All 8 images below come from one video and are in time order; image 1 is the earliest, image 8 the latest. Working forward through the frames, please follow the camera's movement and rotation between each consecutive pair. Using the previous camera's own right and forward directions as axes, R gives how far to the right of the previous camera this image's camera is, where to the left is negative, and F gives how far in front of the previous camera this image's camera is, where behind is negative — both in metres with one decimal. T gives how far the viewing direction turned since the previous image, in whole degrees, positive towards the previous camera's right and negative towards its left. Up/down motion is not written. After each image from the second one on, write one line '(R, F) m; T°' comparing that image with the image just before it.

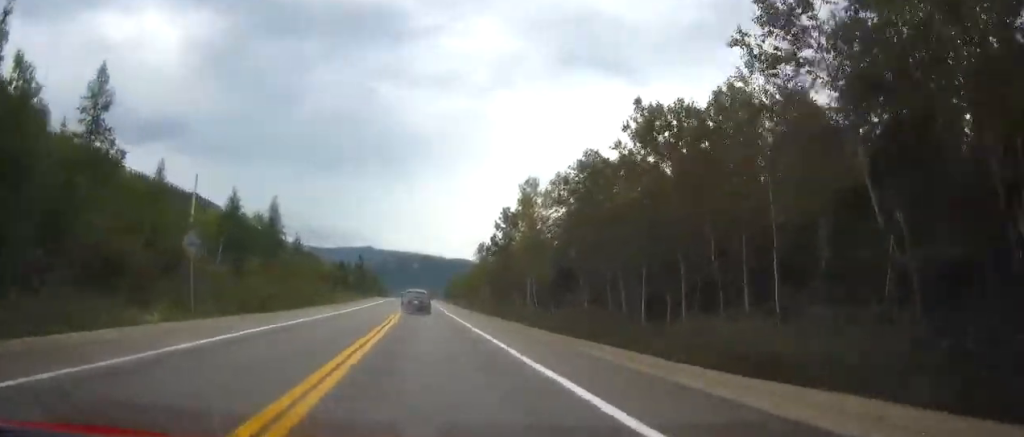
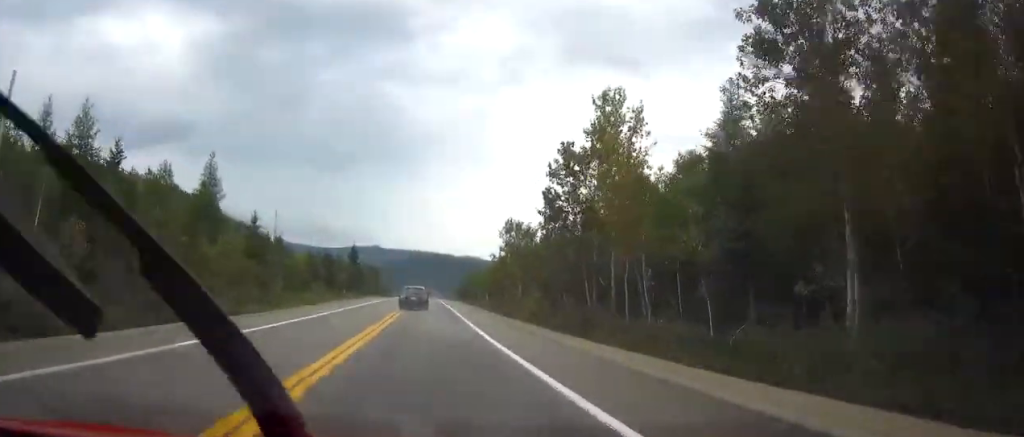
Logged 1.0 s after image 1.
(-0.2, +26.4) m; -1°
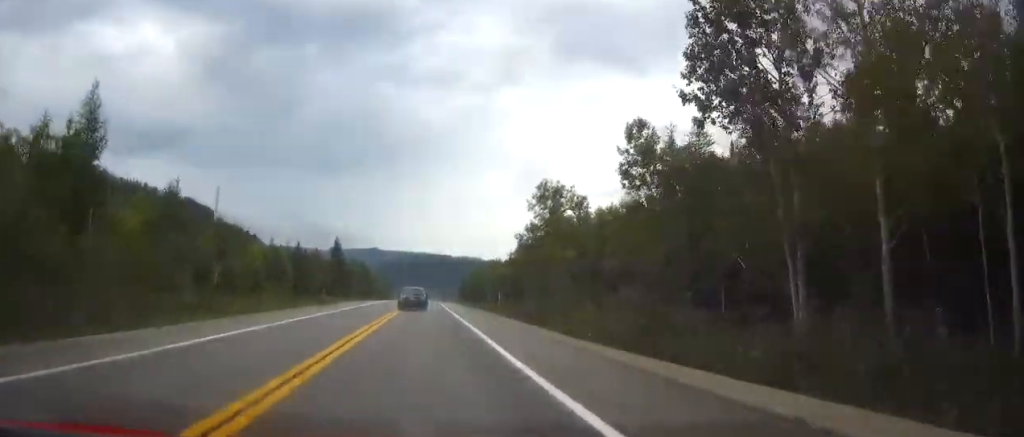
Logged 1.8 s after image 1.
(-0.1, +22.0) m; 0°
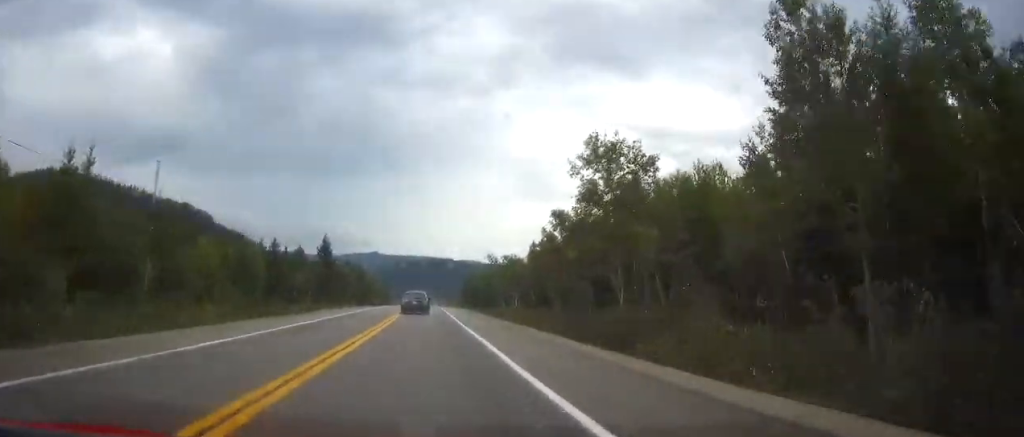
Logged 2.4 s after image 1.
(0.0, +14.1) m; 0°
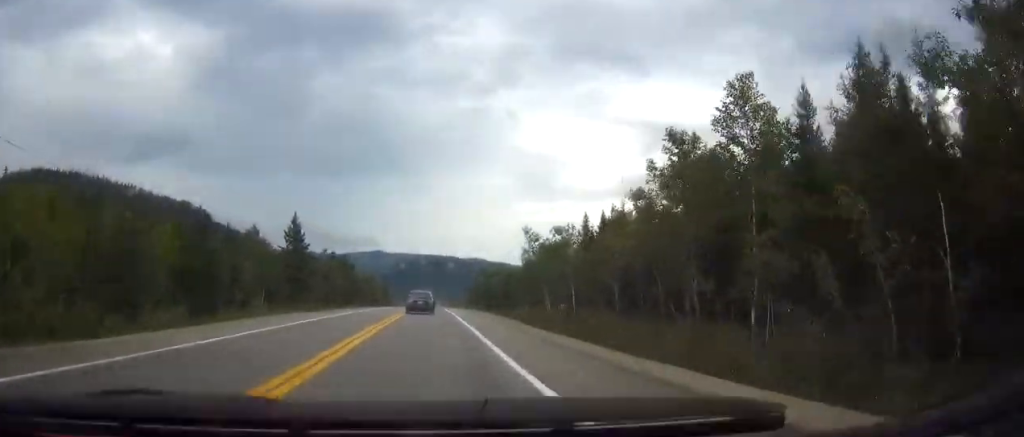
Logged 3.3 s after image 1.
(0.0, +25.9) m; 0°
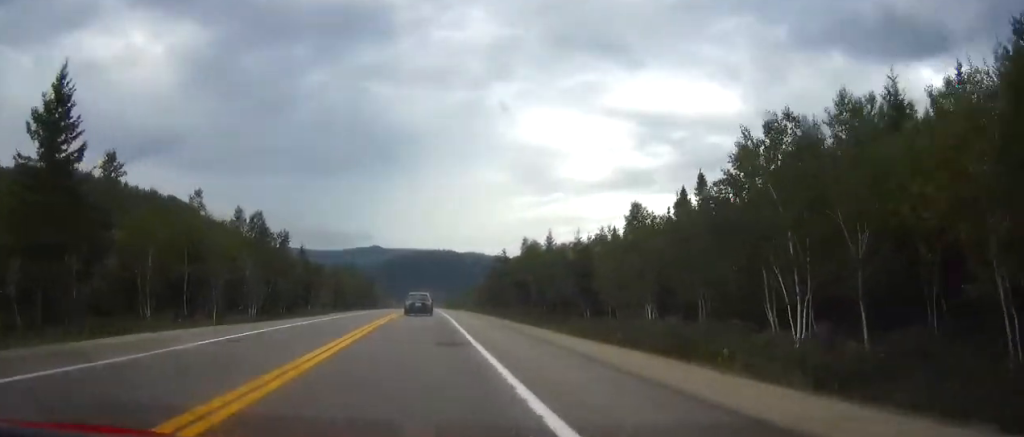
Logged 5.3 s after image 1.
(+0.1, +52.7) m; 0°
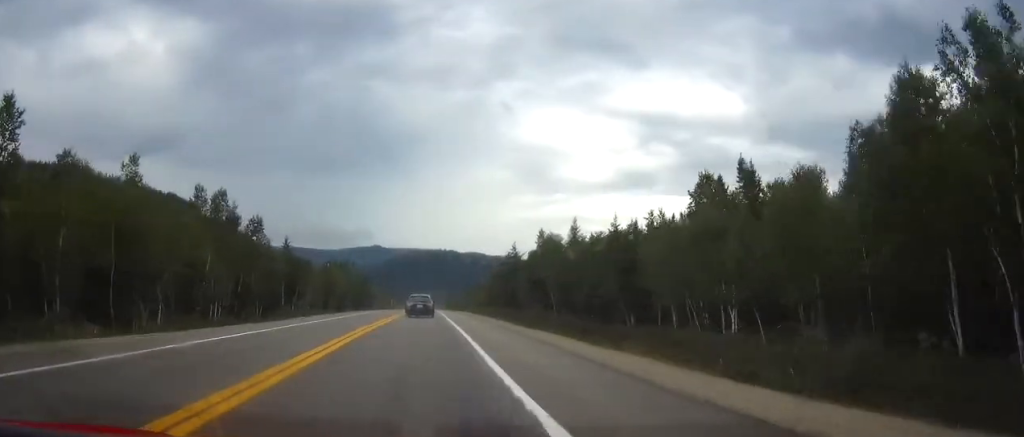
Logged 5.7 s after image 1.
(0.0, +11.0) m; 0°
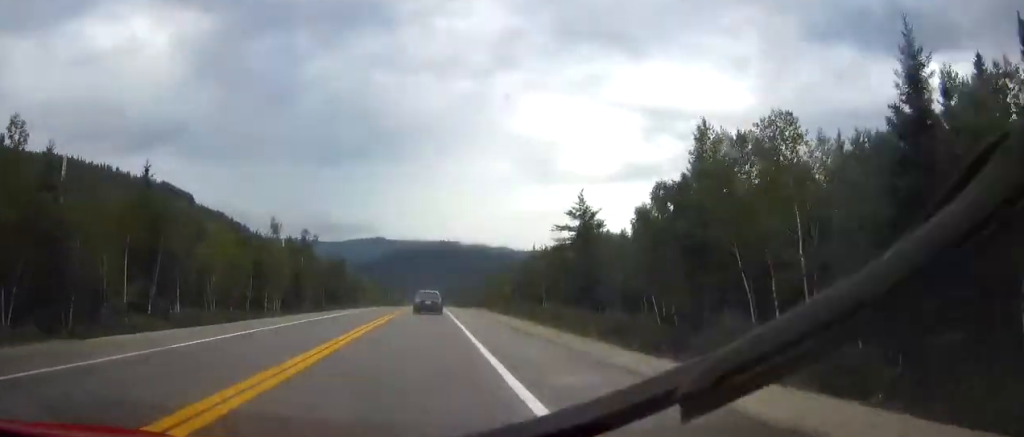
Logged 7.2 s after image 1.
(-0.1, +42.7) m; 0°
